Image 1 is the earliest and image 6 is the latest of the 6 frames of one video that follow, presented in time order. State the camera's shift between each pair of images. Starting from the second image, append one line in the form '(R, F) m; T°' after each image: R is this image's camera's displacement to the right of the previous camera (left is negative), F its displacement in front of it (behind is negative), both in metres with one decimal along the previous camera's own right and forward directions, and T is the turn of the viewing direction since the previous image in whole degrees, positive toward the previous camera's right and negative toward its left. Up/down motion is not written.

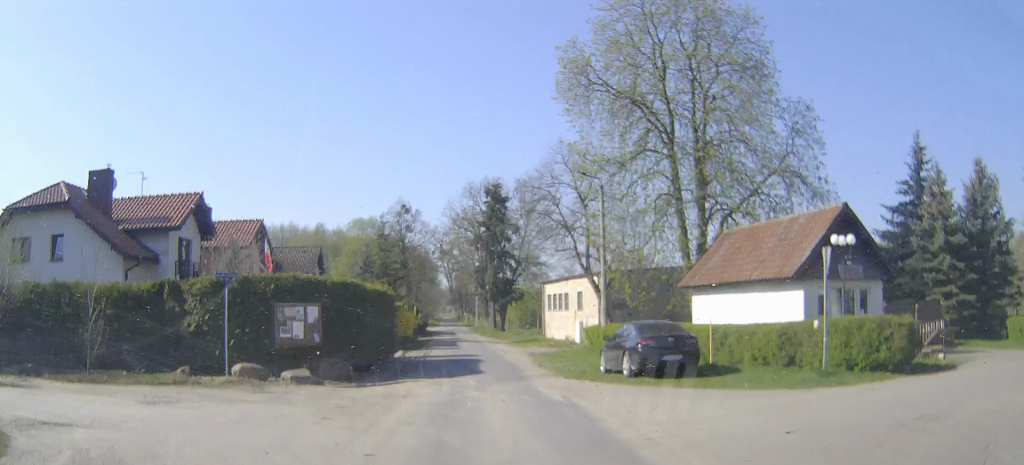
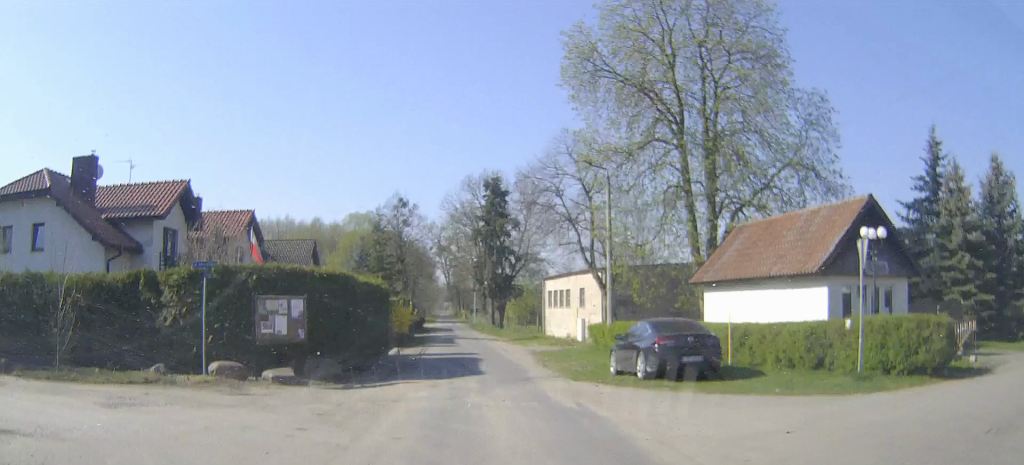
(0.0, +1.7) m; -2°
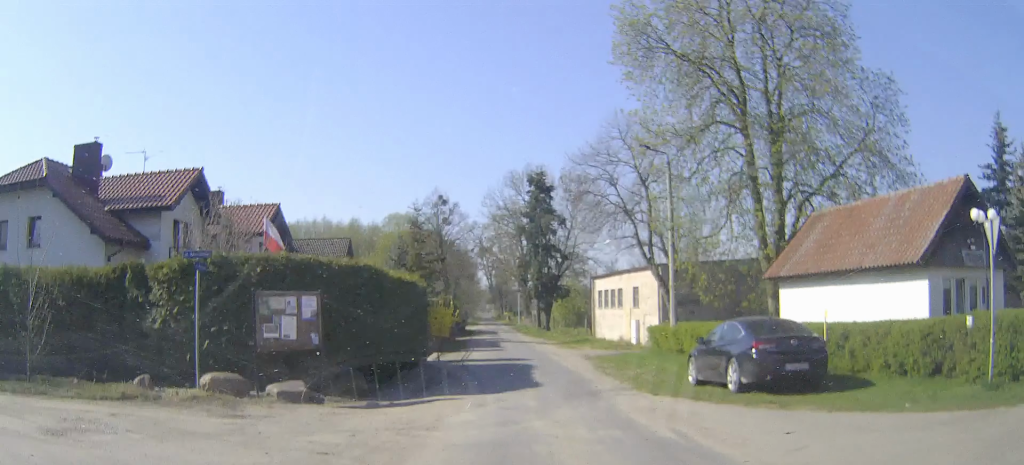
(-0.2, +3.6) m; -17°
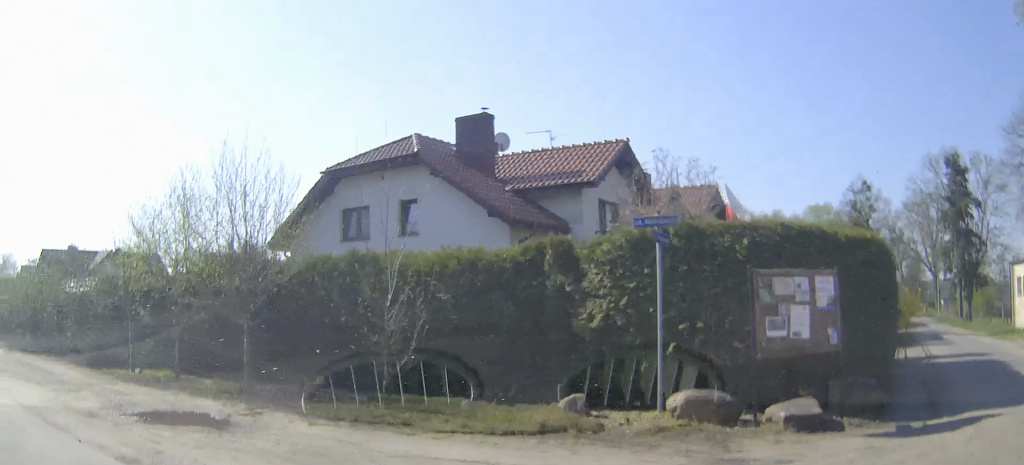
(-1.7, +4.0) m; -33°
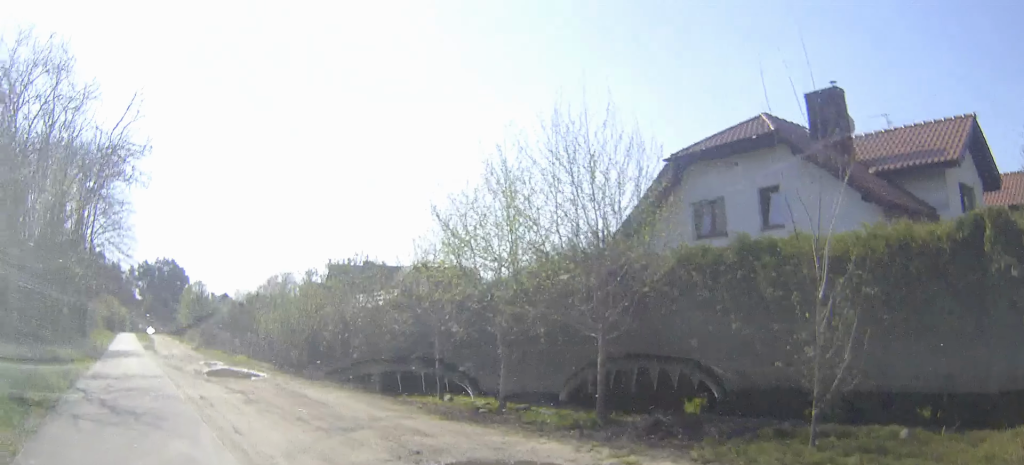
(0.0, +2.7) m; -10°
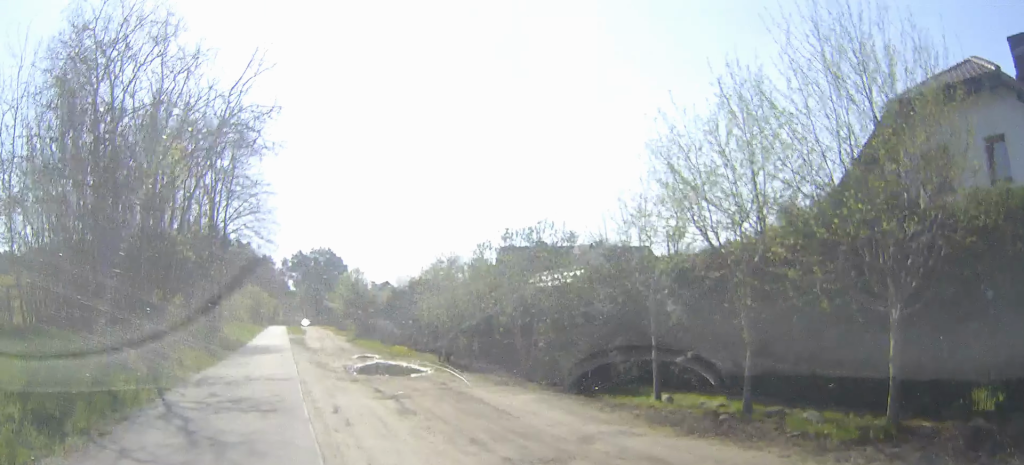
(-0.5, +3.4) m; -9°
